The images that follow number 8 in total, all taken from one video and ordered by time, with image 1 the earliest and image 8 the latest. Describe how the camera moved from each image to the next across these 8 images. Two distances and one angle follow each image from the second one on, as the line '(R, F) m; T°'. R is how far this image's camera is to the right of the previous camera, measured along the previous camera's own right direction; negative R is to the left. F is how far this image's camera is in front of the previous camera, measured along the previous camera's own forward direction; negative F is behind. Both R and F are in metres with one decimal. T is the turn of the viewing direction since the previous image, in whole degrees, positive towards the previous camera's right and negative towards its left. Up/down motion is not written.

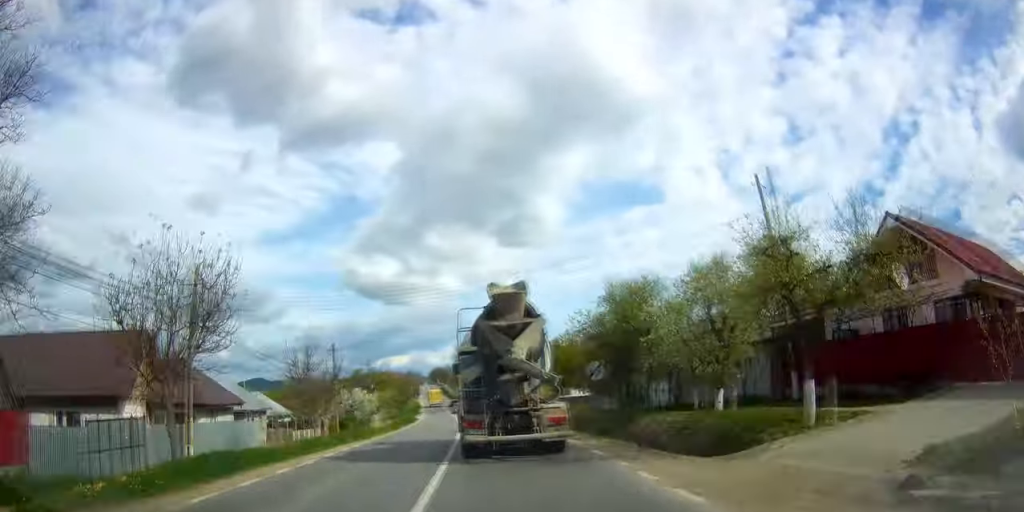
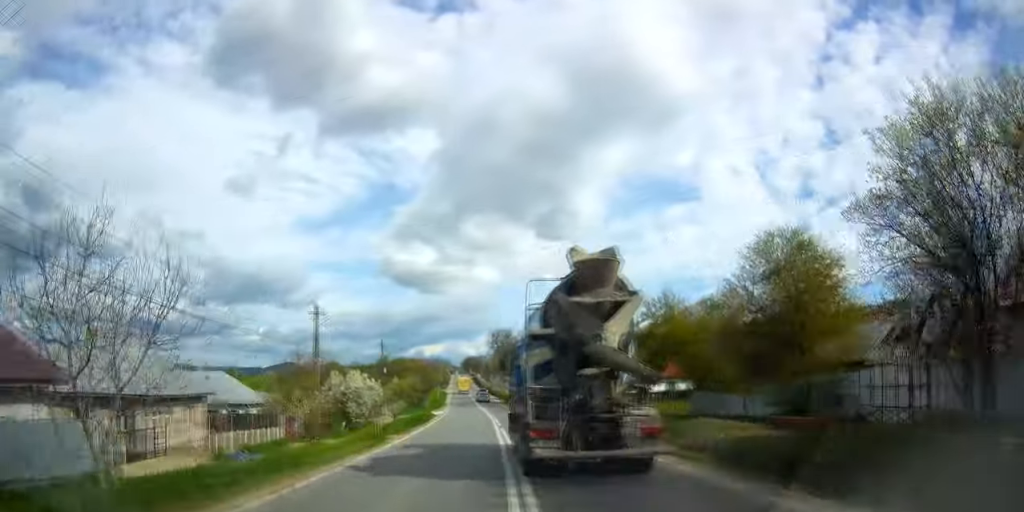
(-2.5, +17.6) m; -6°
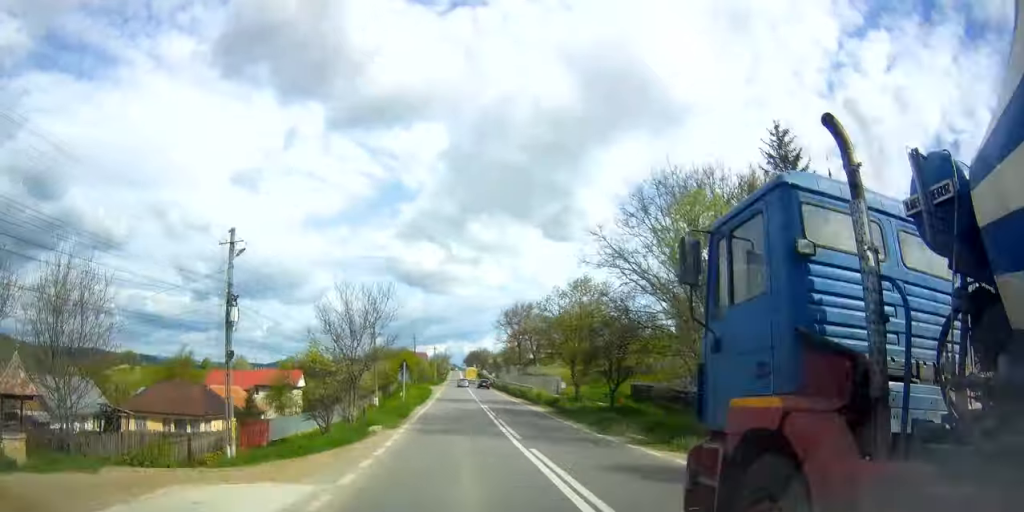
(+0.4, +44.6) m; -1°
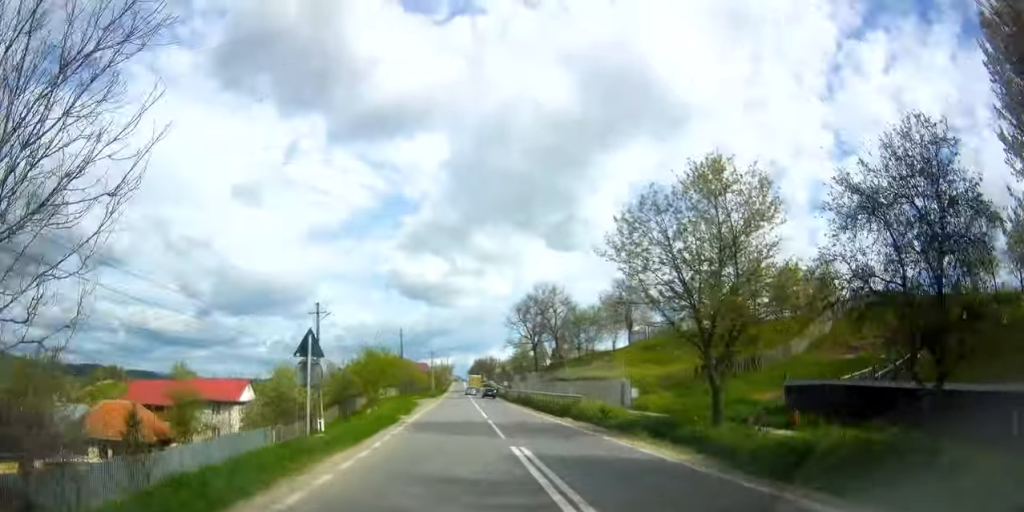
(0.0, +22.7) m; 0°
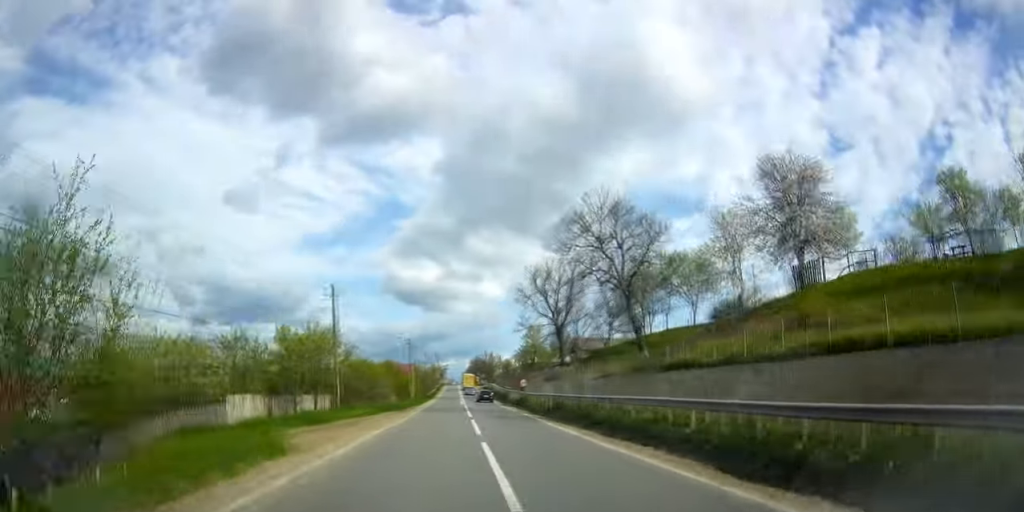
(-0.2, +33.2) m; 0°
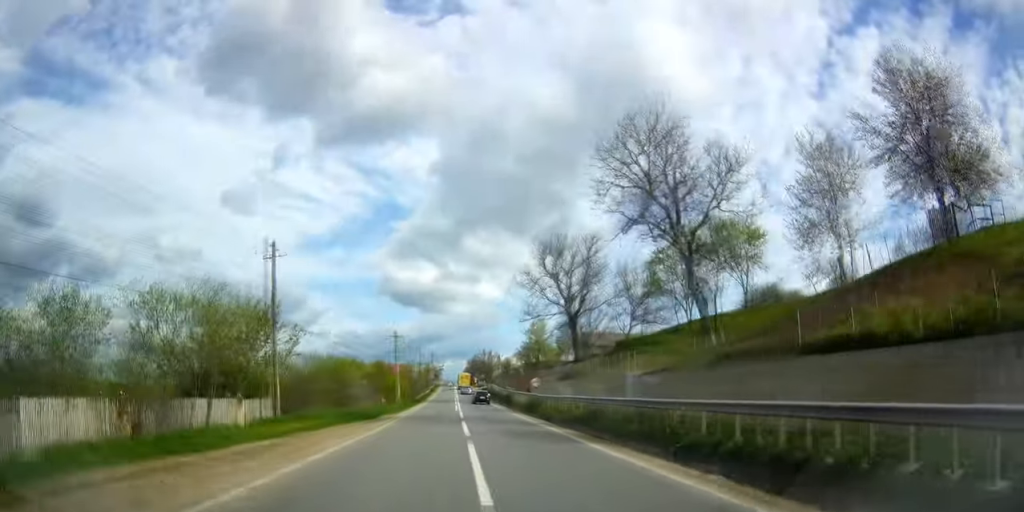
(0.0, +12.1) m; 0°
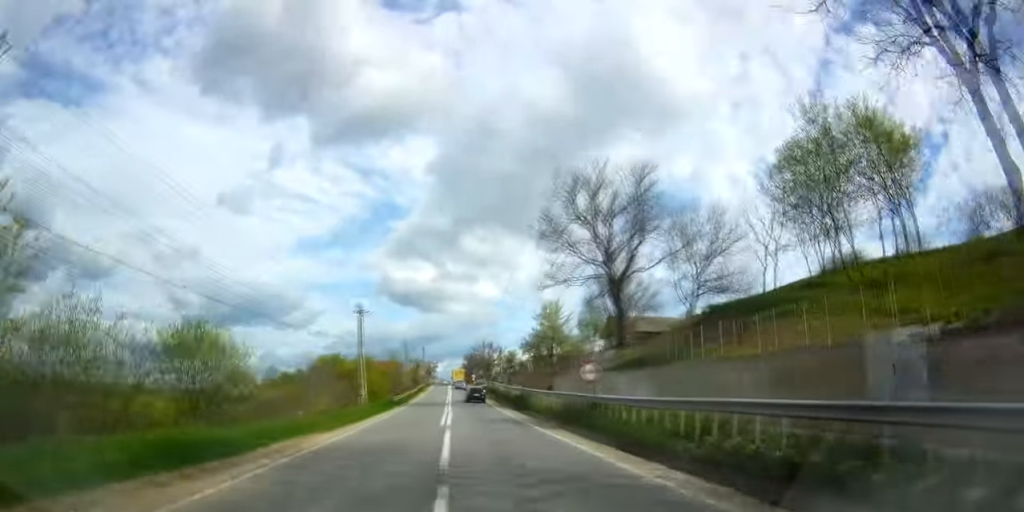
(+0.1, +20.4) m; 0°
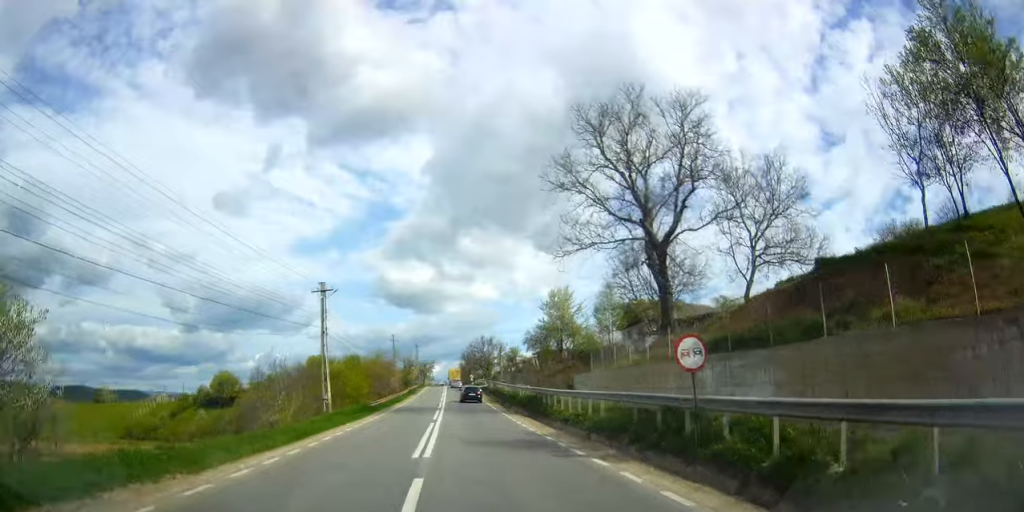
(0.0, +11.1) m; 0°
